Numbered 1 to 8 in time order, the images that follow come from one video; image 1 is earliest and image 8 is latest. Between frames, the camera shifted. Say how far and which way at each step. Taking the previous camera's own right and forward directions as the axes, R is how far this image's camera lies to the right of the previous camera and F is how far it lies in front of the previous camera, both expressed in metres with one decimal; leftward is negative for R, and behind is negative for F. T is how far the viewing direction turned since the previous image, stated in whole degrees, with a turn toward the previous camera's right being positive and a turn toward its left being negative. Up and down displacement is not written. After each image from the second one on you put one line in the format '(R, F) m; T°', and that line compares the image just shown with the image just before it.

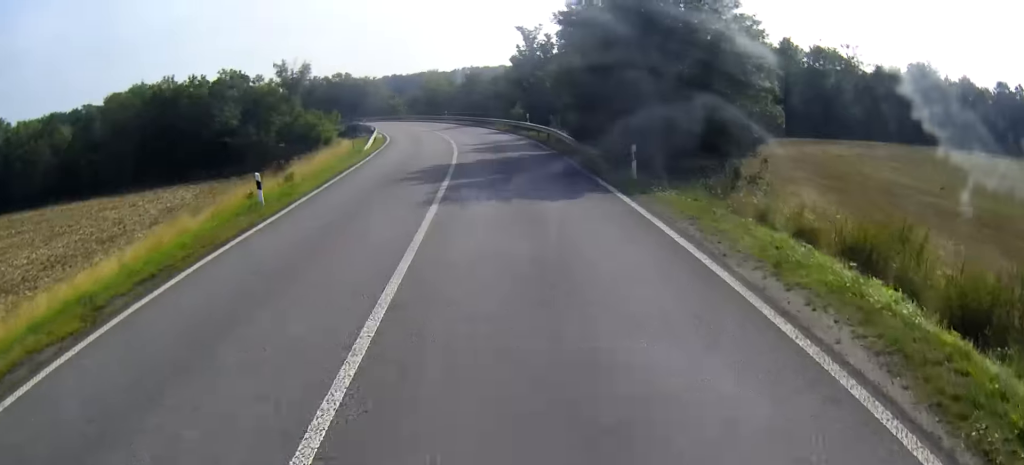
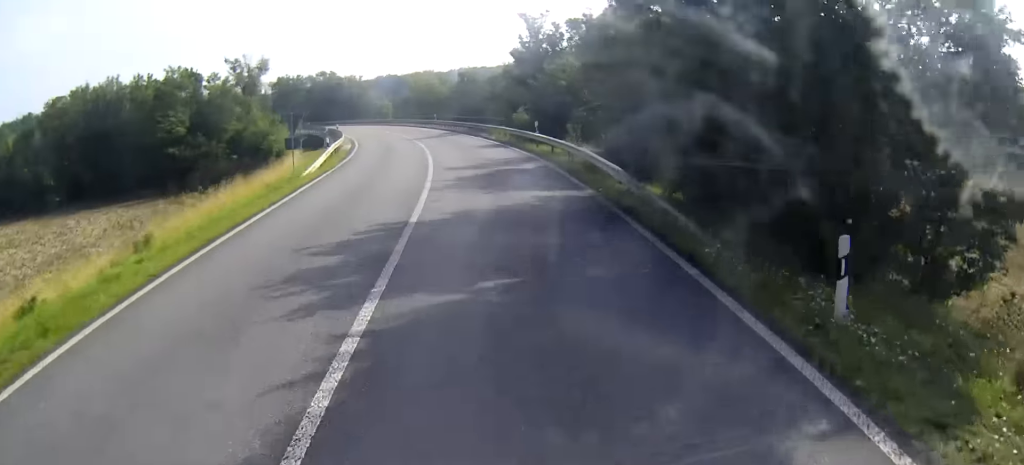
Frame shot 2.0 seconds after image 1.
(-0.1, +11.9) m; -1°
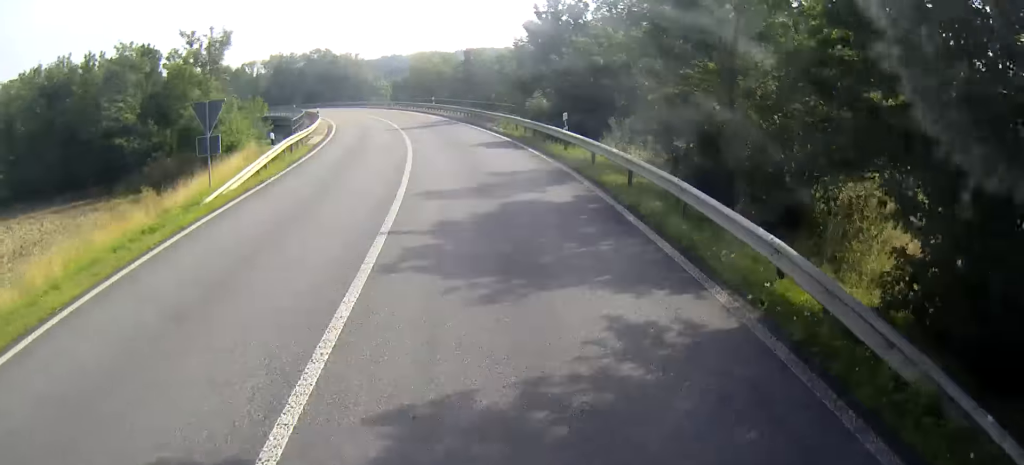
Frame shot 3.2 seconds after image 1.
(0.0, +10.3) m; 0°
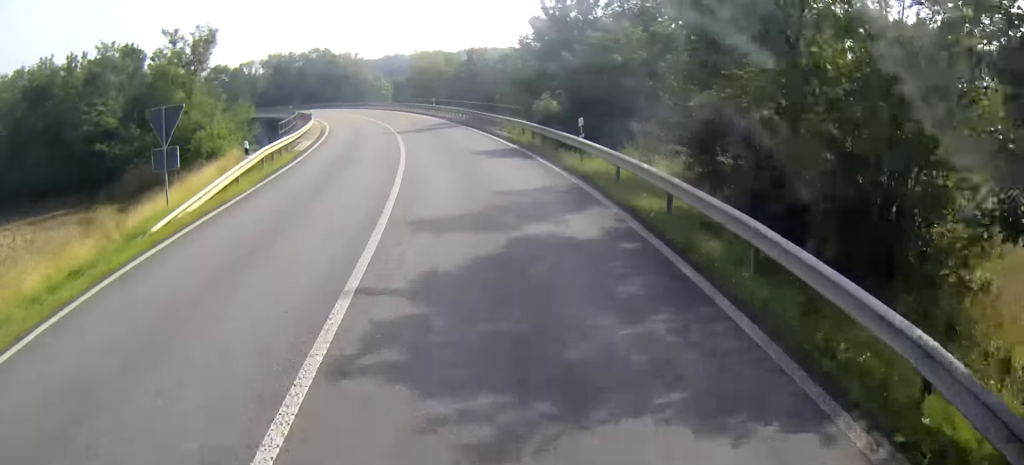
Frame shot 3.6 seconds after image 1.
(0.0, +3.5) m; -1°
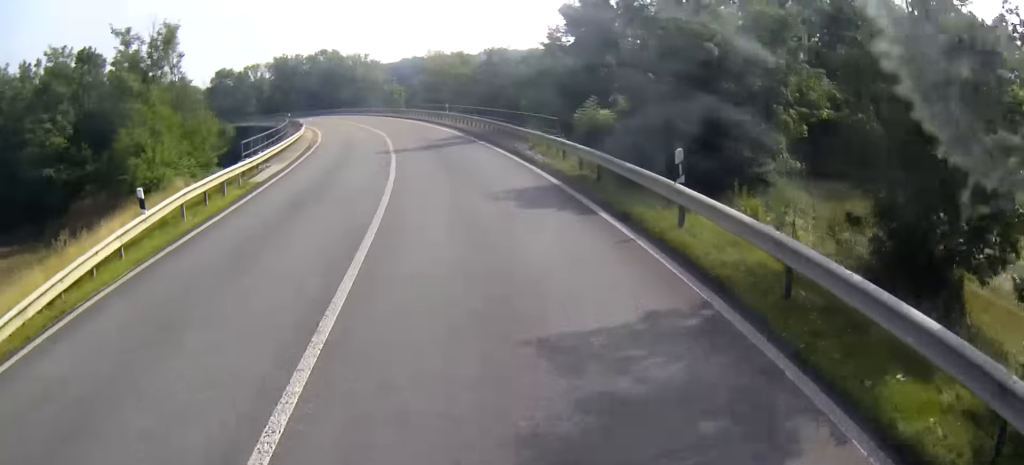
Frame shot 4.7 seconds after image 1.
(-0.1, +9.2) m; -2°
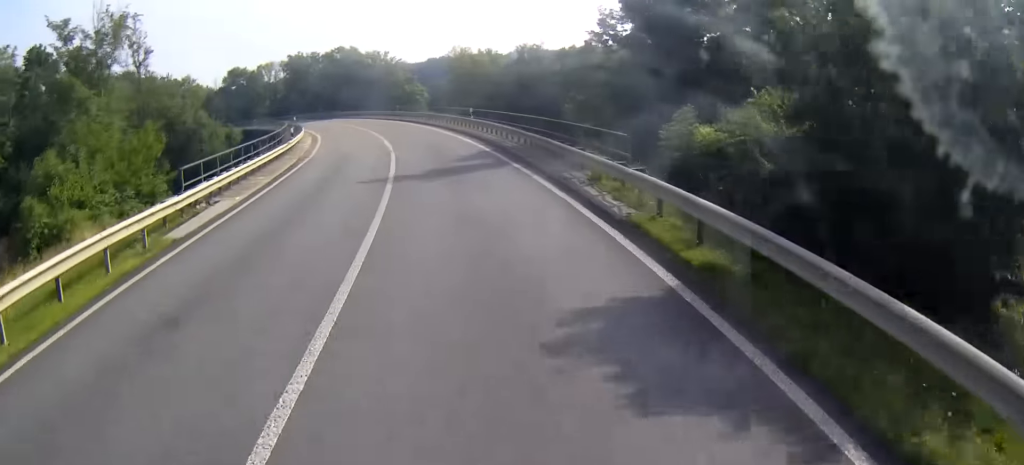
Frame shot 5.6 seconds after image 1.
(-0.1, +8.5) m; -2°
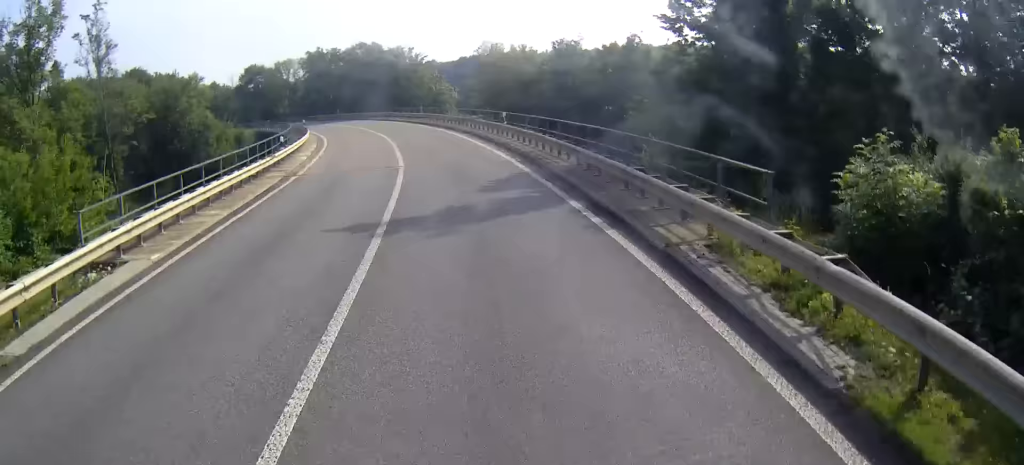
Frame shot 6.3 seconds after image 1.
(0.0, +7.1) m; -2°
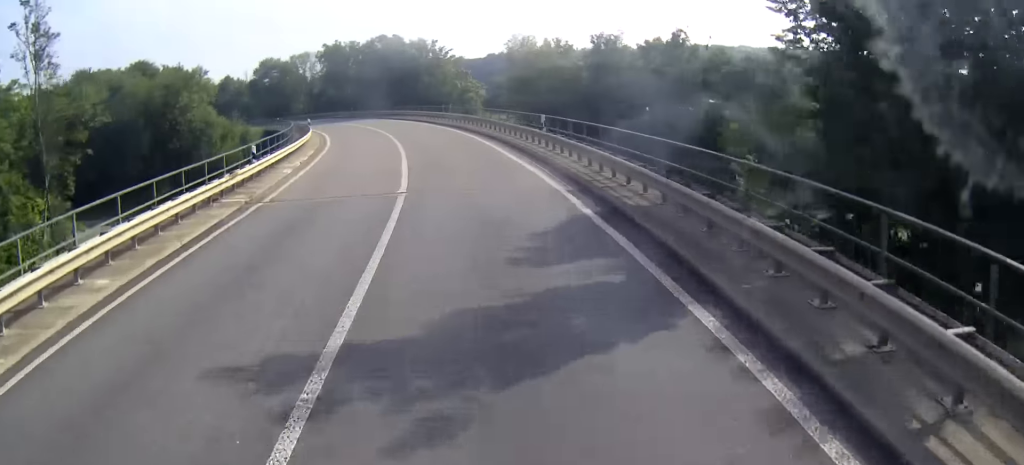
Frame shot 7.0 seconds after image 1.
(-0.2, +7.2) m; -2°
